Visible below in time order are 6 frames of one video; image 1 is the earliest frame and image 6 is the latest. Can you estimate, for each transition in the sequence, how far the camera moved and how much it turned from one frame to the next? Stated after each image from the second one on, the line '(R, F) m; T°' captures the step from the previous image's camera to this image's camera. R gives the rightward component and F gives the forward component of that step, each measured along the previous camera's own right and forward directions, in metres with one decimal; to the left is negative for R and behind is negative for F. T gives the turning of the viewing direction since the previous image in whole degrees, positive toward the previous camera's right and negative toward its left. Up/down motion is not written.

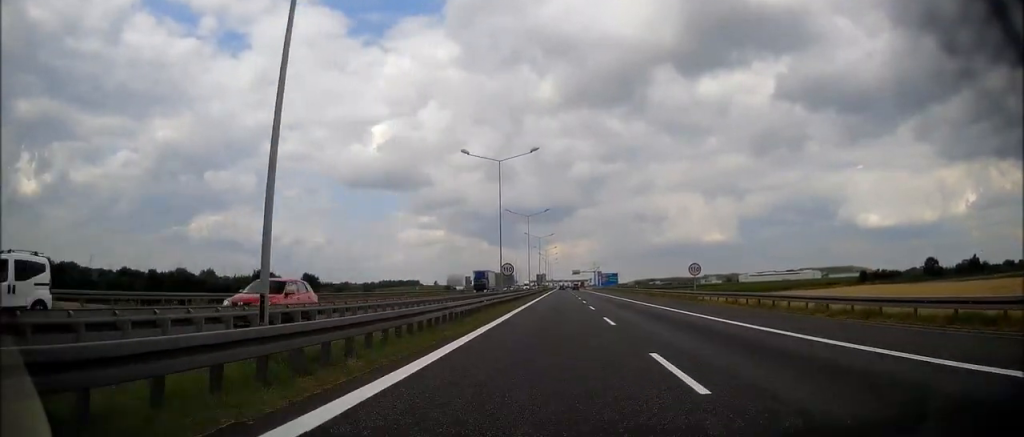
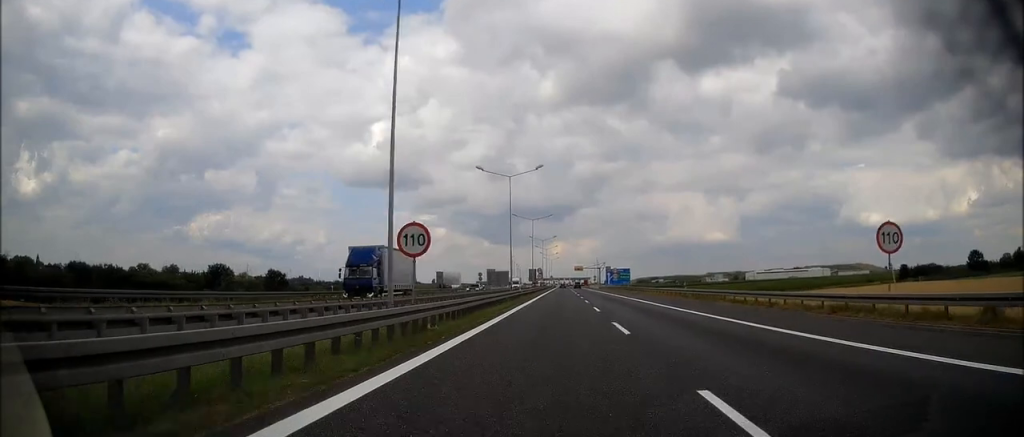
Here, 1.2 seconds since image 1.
(0.0, +29.5) m; 0°
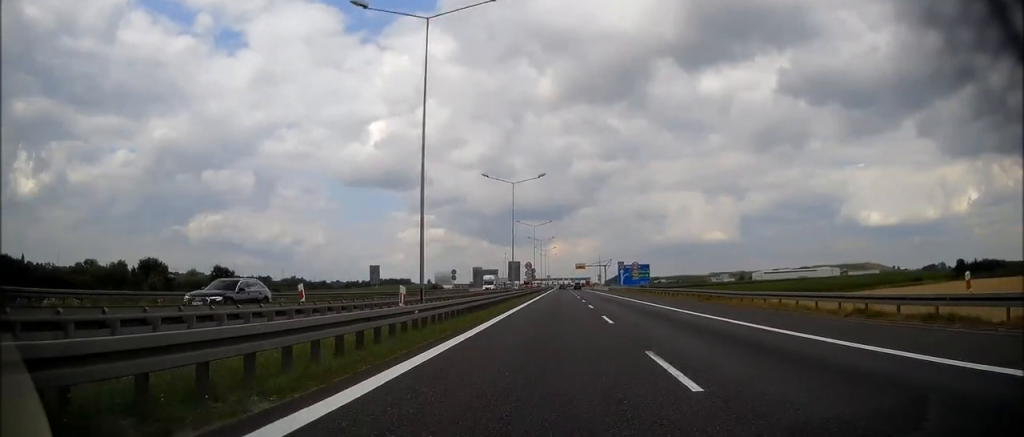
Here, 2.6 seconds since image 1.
(0.0, +33.5) m; 0°
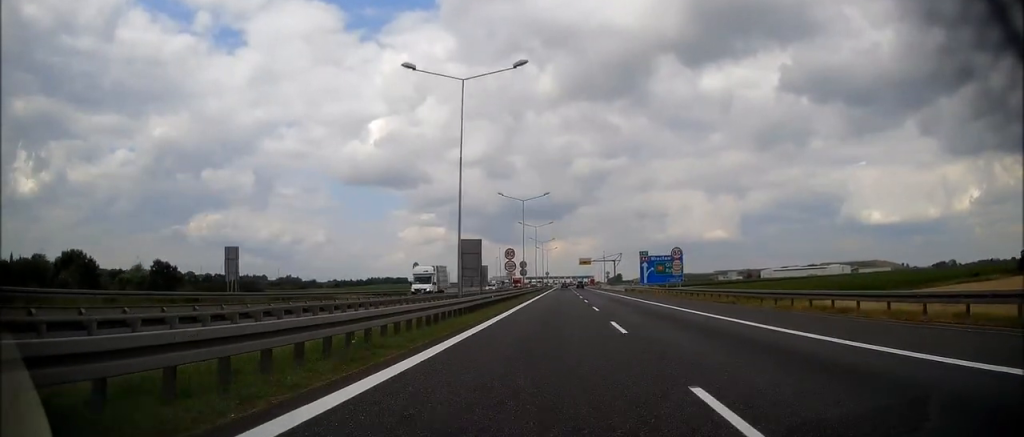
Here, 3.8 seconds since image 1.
(0.0, +29.3) m; 0°
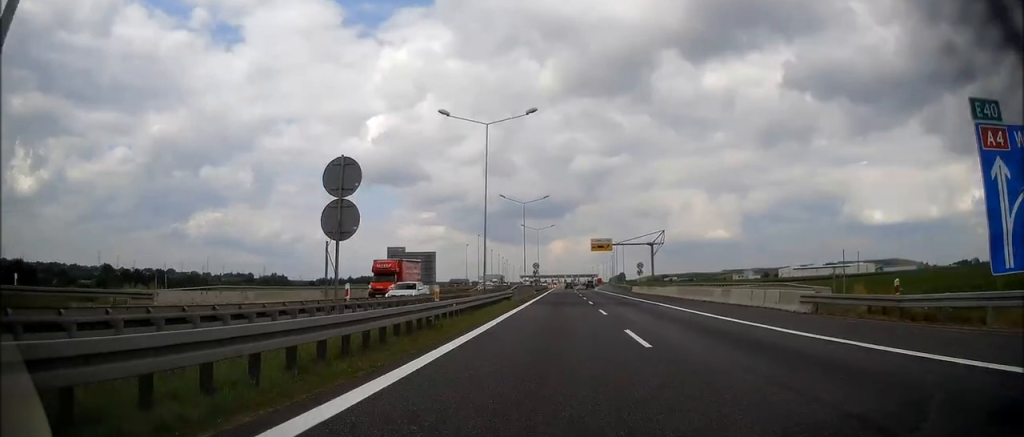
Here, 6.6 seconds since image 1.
(-0.9, +66.3) m; 0°
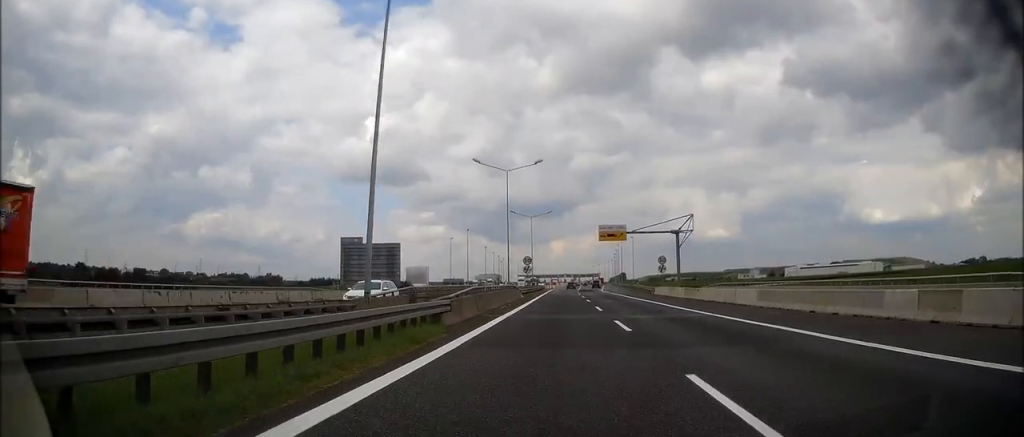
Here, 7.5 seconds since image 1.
(+0.1, +21.1) m; 0°
